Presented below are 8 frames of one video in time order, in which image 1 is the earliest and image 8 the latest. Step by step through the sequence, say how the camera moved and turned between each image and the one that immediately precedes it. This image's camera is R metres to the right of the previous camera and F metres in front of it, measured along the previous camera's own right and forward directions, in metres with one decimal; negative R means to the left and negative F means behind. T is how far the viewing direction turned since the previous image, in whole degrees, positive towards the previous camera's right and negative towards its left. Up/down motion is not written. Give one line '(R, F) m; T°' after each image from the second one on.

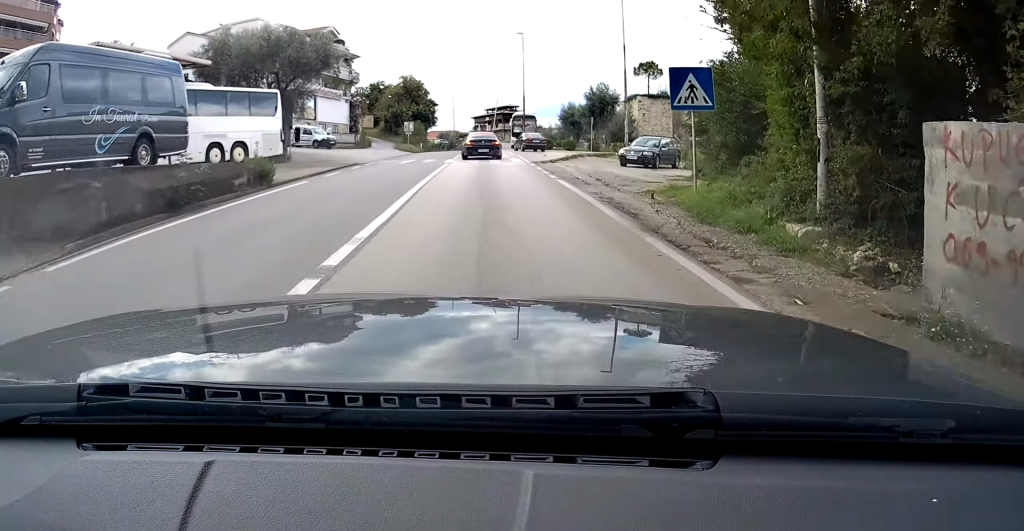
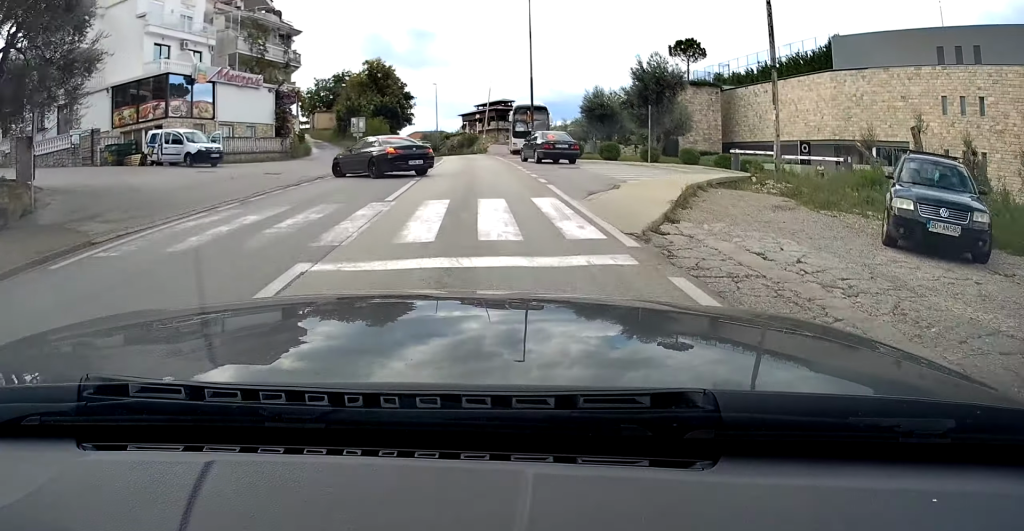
(+0.9, +22.2) m; +2°
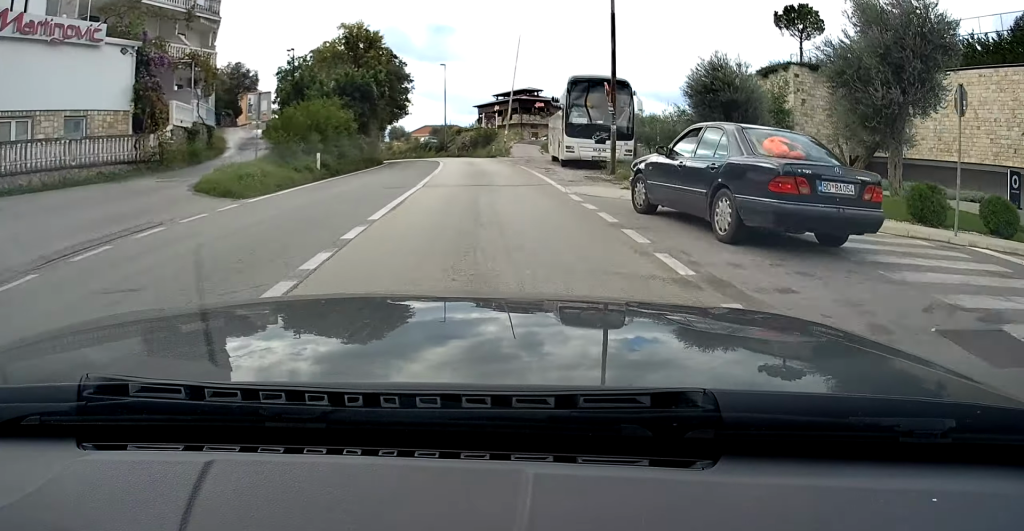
(0.0, +21.7) m; -1°
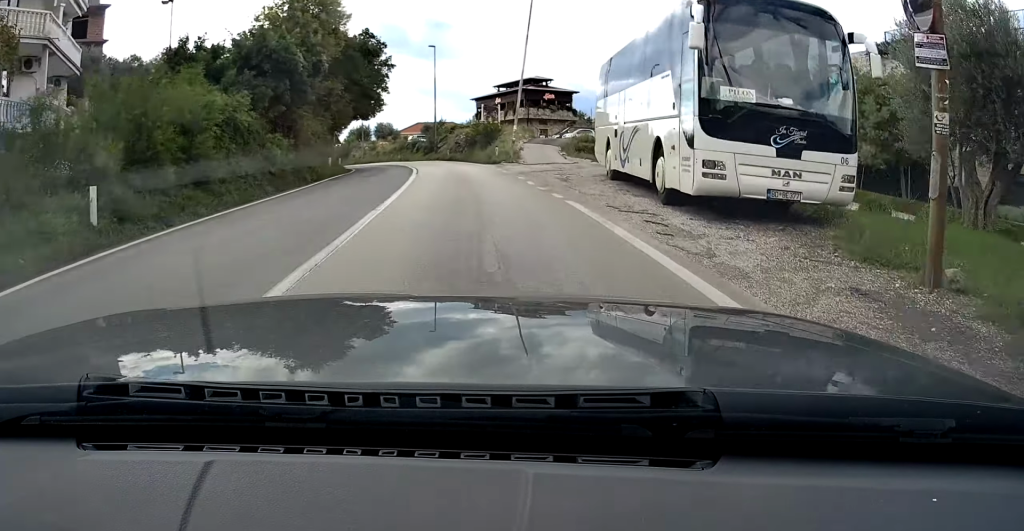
(-0.1, +14.9) m; -2°
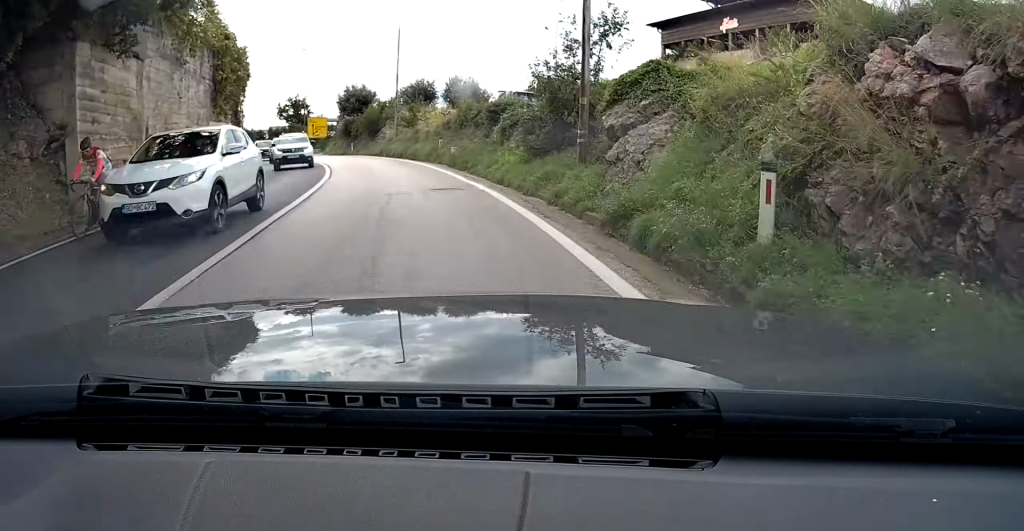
(-3.4, +50.0) m; -11°
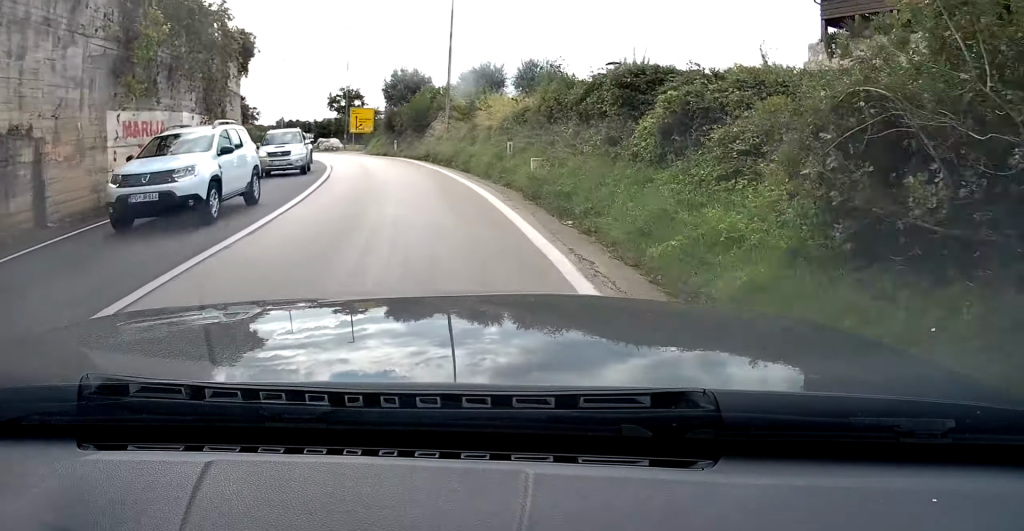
(+0.3, +12.1) m; -4°
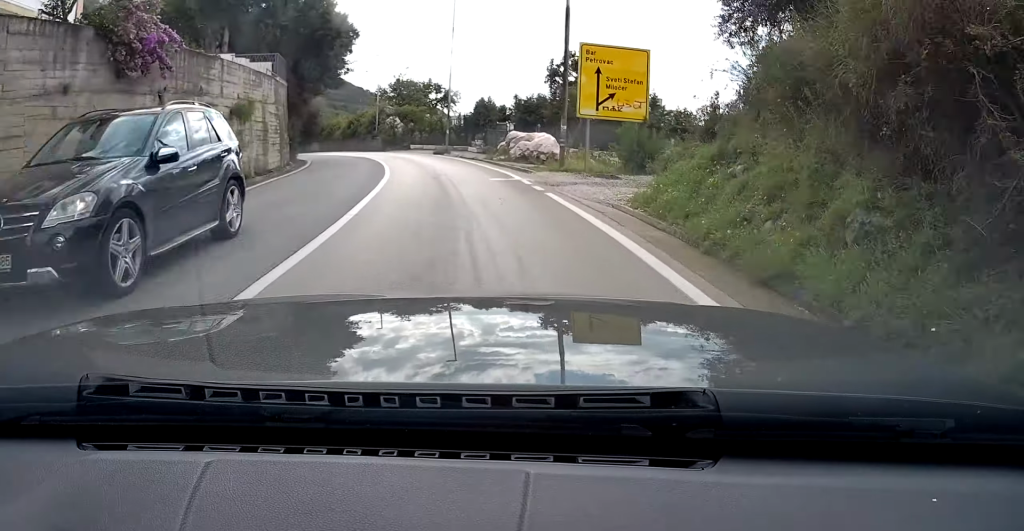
(-6.8, +38.9) m; -19°
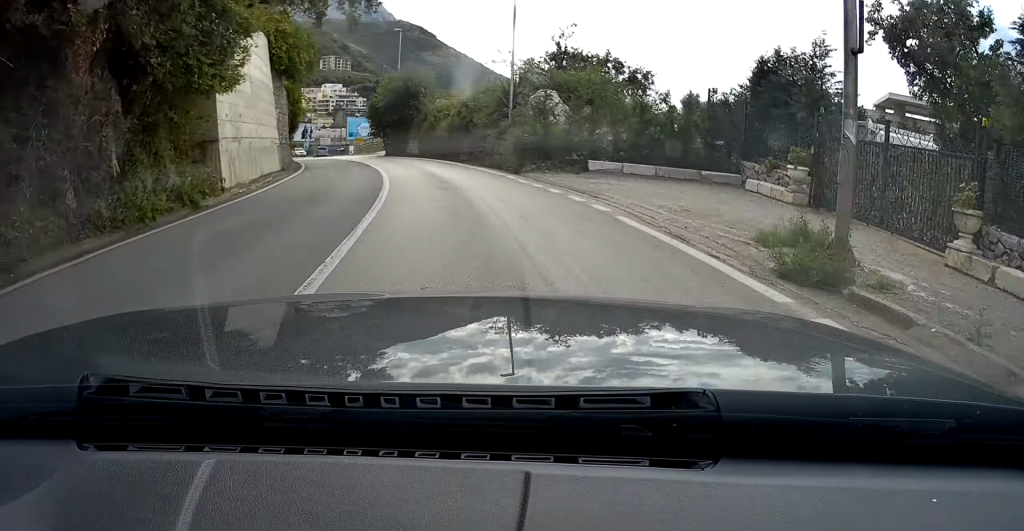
(-4.9, +33.7) m; -15°
